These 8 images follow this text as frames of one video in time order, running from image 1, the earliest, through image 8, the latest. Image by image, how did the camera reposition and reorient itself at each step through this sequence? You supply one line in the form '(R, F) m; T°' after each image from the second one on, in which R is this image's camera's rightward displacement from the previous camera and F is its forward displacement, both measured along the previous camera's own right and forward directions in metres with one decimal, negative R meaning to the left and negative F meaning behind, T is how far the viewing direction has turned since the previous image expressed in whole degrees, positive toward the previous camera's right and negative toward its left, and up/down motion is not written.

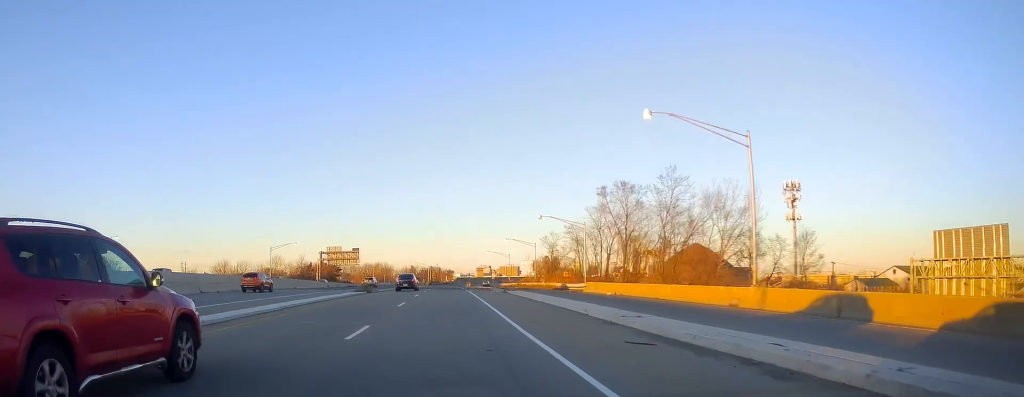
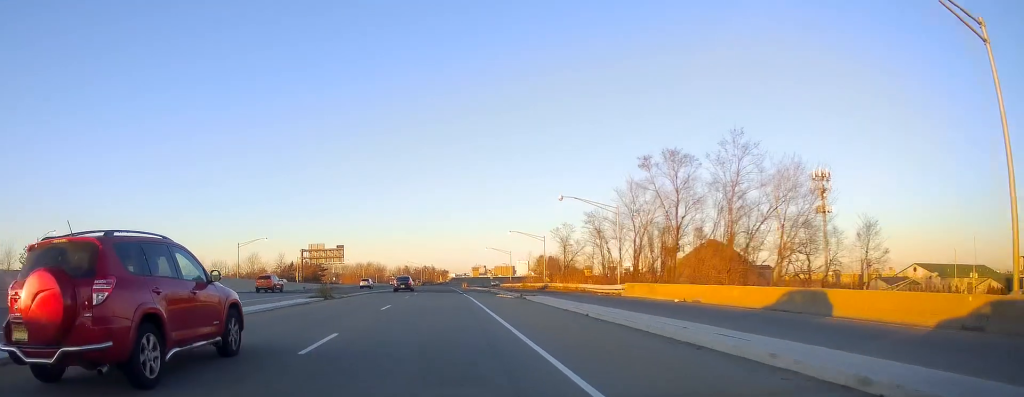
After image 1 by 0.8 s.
(0.0, +14.6) m; +1°
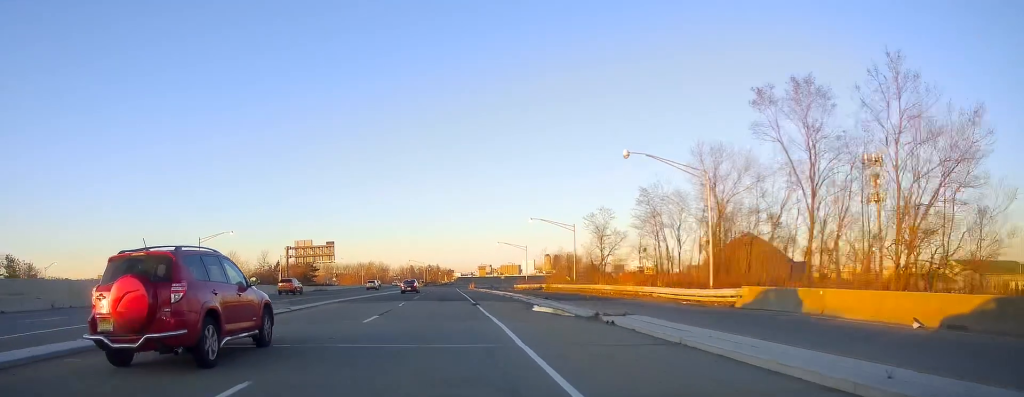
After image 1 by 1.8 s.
(+0.2, +16.9) m; +1°
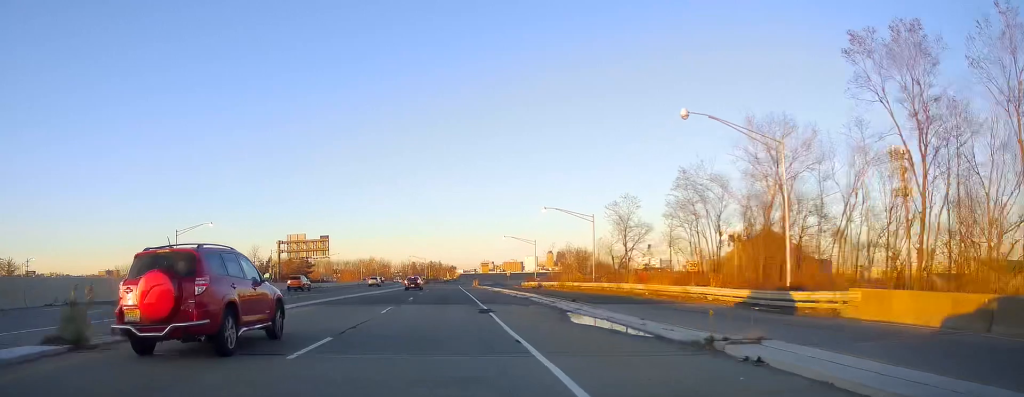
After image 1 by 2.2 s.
(+0.2, +8.1) m; 0°
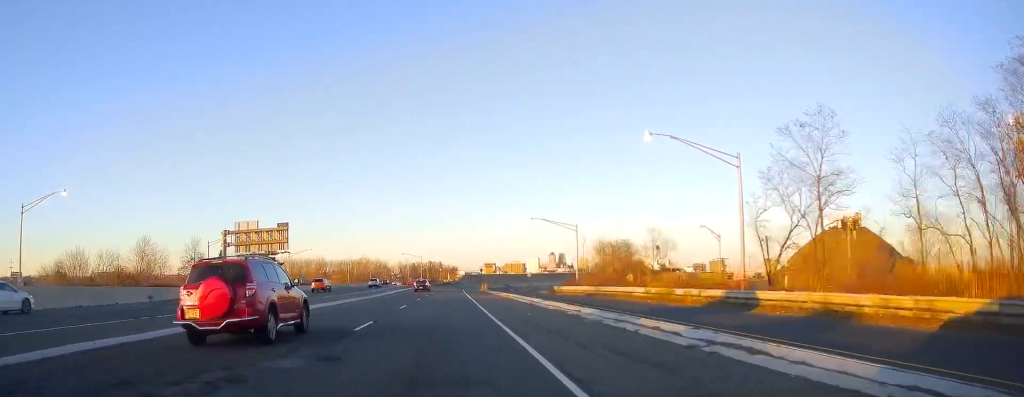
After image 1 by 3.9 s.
(-0.7, +29.8) m; -1°
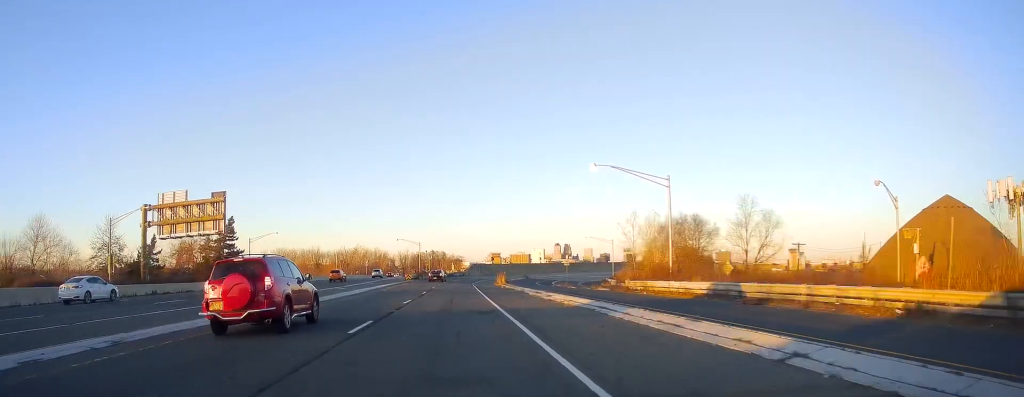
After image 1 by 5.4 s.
(0.0, +26.3) m; 0°
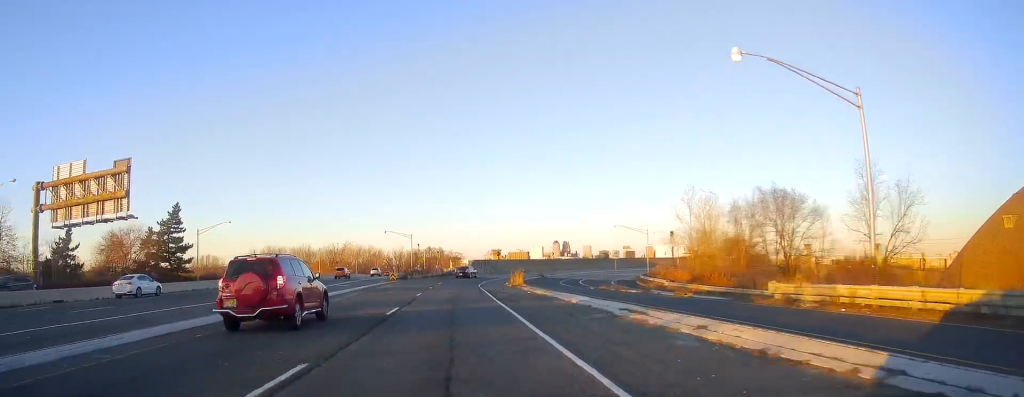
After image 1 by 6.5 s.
(0.0, +19.3) m; 0°
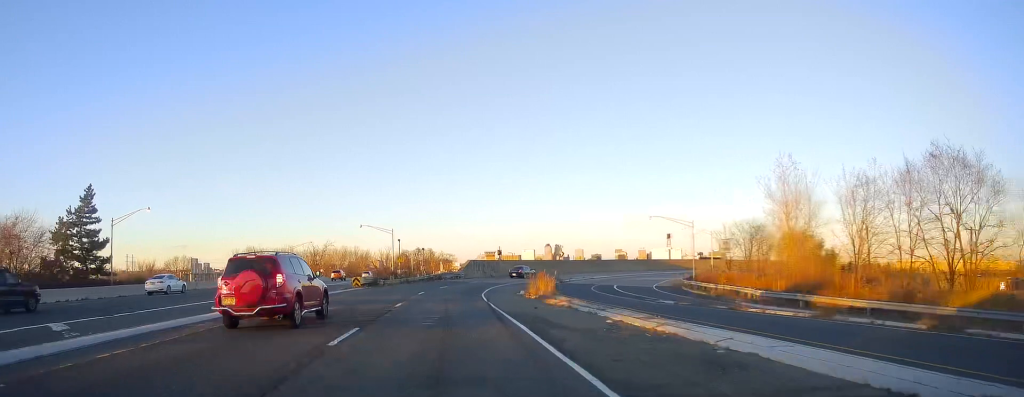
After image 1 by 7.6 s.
(0.0, +19.9) m; 0°
